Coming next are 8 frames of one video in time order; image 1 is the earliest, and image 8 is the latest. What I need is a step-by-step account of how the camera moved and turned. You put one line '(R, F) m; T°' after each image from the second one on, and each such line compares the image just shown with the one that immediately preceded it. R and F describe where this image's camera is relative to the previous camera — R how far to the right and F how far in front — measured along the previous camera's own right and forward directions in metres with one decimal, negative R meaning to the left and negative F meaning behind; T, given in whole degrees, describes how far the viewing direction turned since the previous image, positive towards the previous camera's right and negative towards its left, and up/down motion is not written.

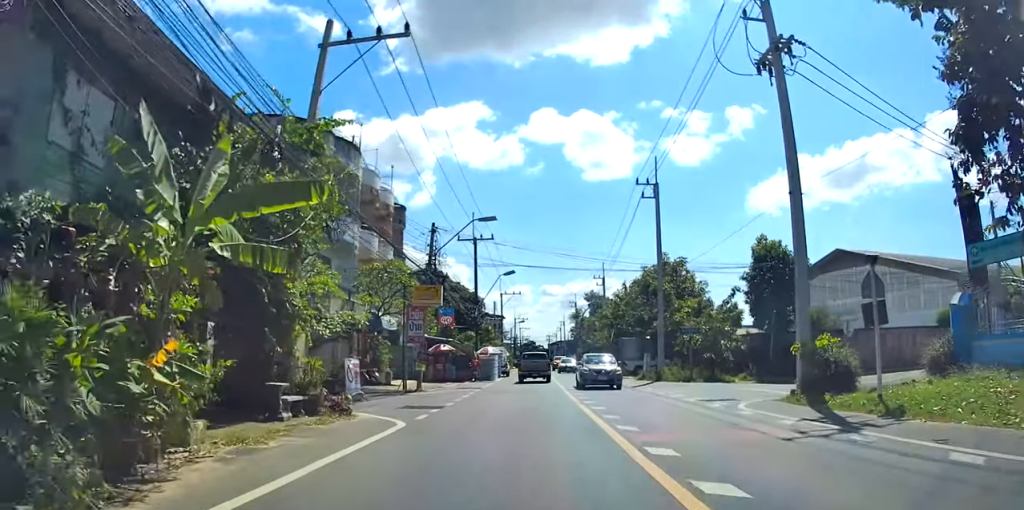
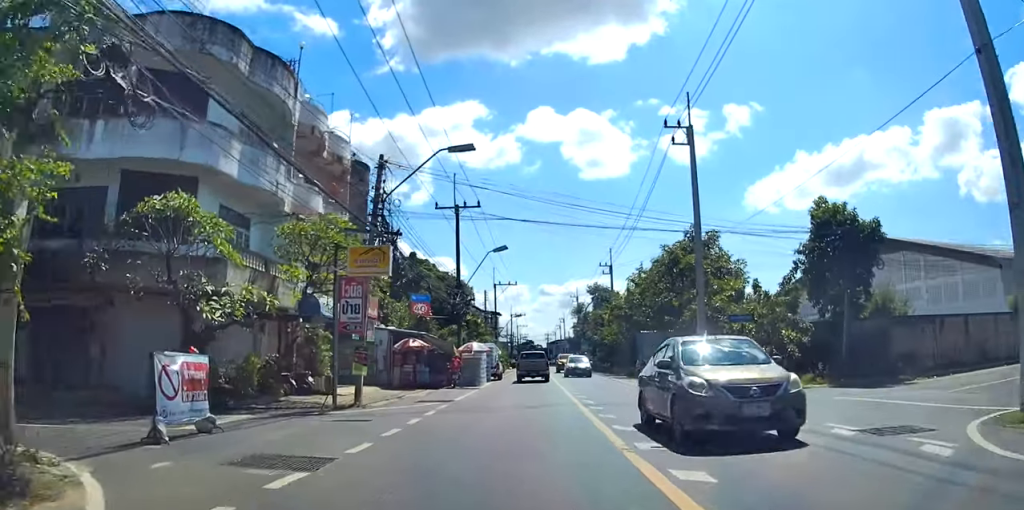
(-0.5, +9.6) m; -1°
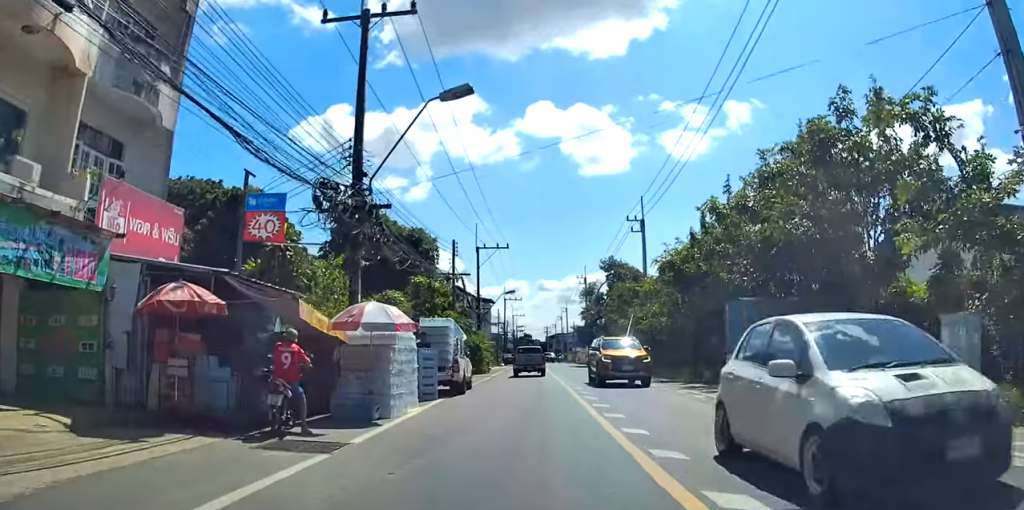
(+0.3, +20.8) m; -1°
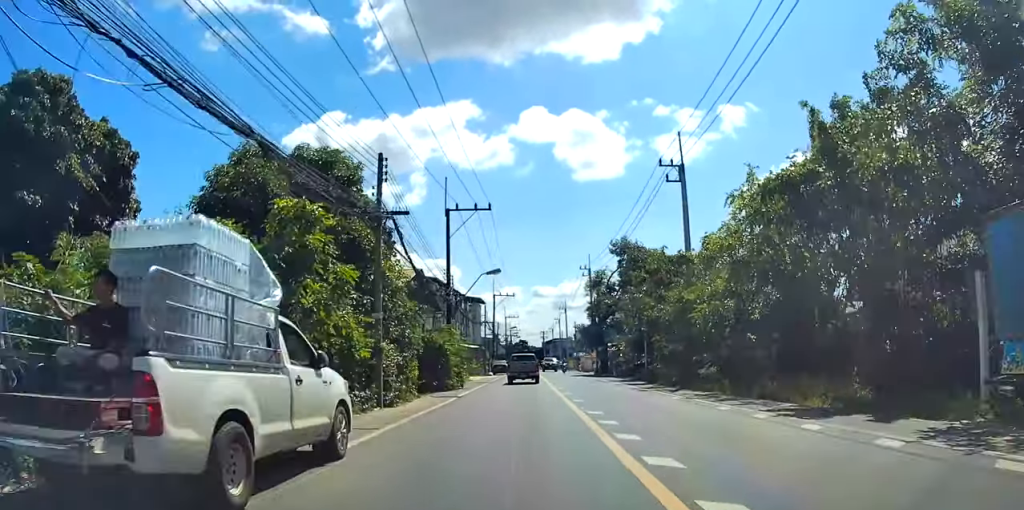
(-0.8, +14.8) m; -4°
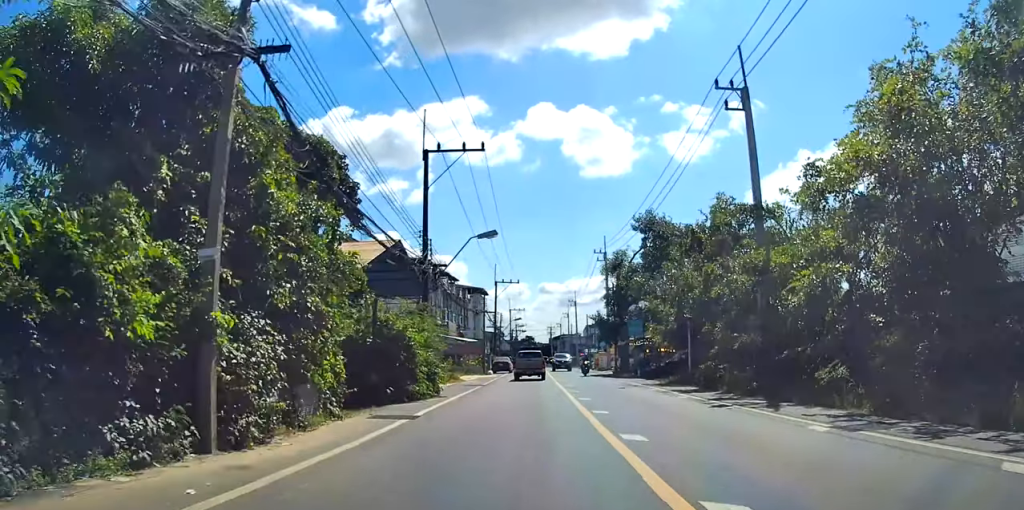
(0.0, +9.9) m; +3°
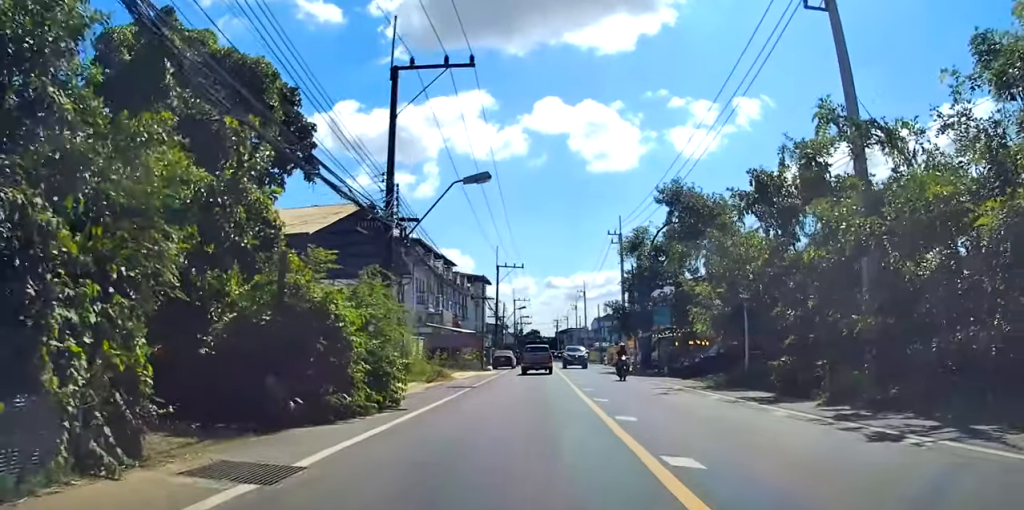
(+0.2, +7.7) m; +2°
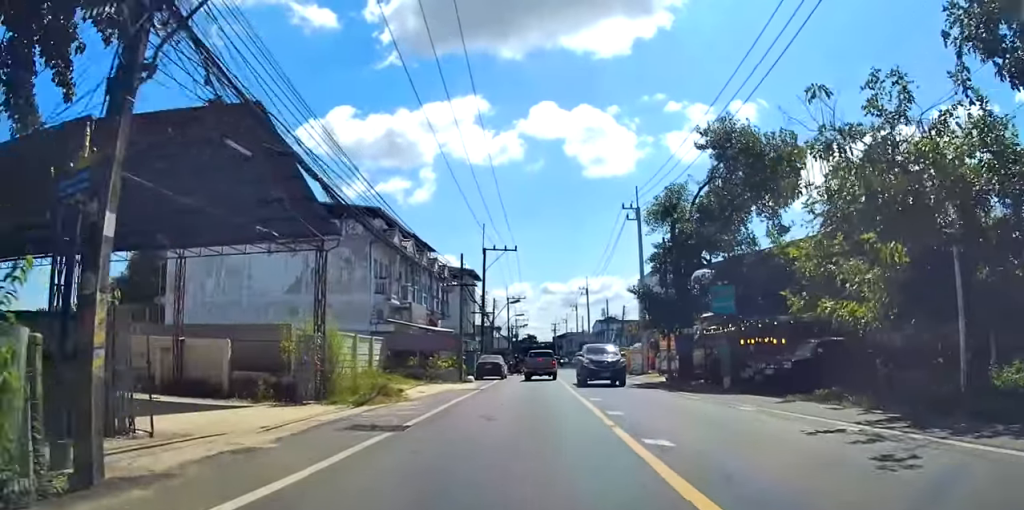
(+0.4, +12.2) m; 0°
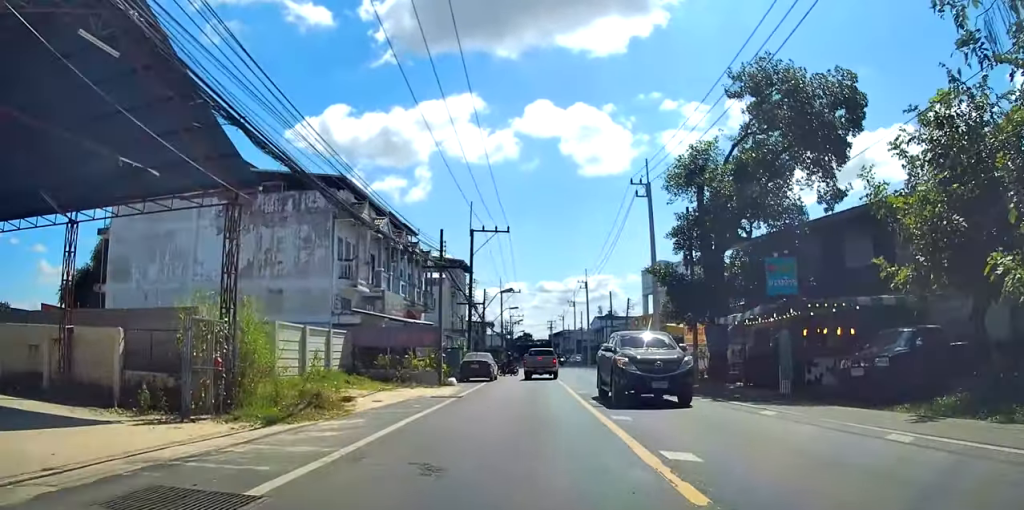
(-0.5, +6.2) m; 0°
